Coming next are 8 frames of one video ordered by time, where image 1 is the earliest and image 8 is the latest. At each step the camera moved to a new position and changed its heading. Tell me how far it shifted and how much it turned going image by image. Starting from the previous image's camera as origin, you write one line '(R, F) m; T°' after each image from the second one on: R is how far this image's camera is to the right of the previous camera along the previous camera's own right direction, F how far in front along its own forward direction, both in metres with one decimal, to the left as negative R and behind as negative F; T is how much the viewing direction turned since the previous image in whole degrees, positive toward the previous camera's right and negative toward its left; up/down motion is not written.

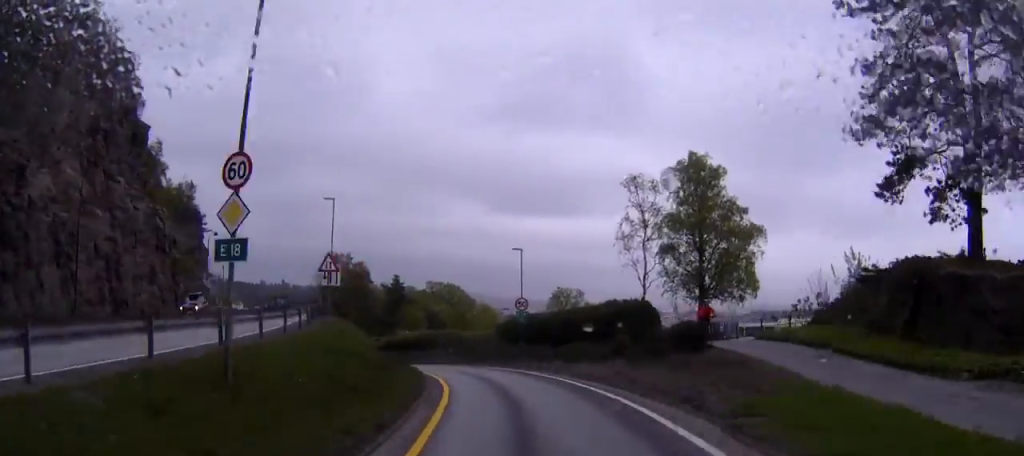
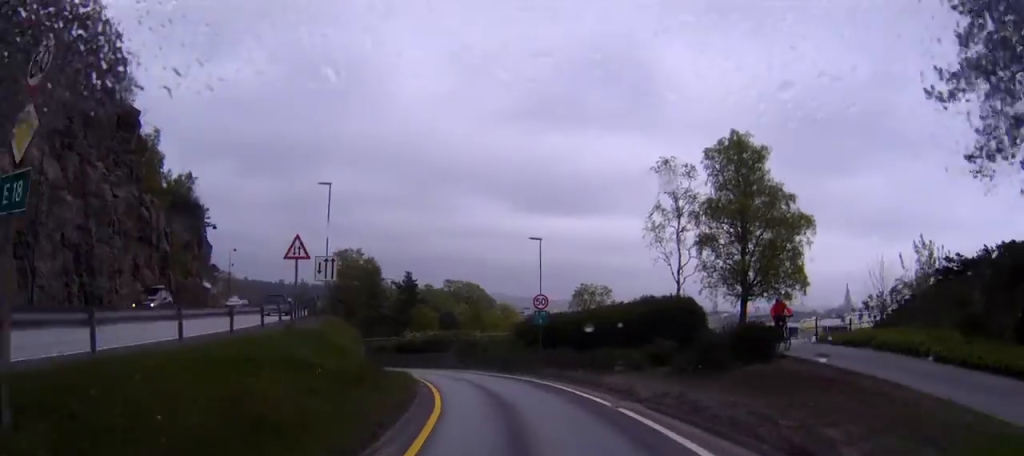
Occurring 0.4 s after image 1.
(0.0, +6.0) m; -1°
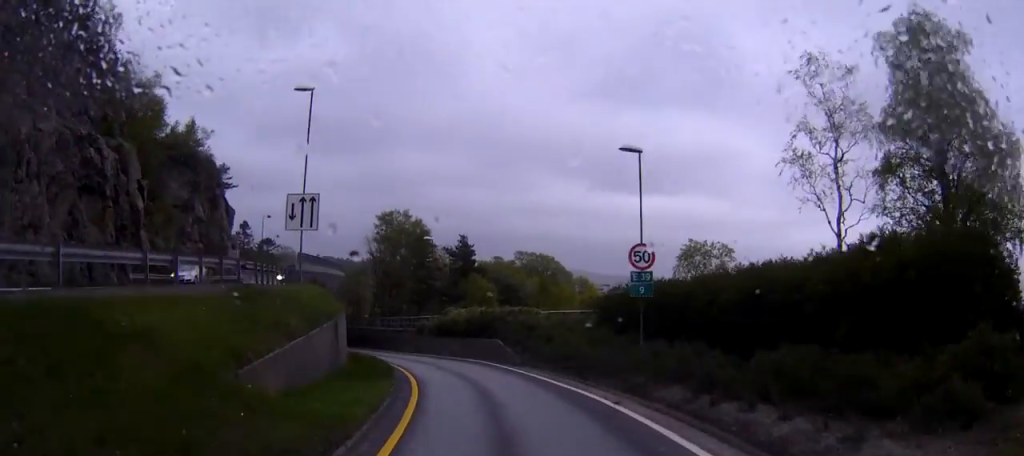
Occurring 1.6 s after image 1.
(-0.5, +17.6) m; -5°
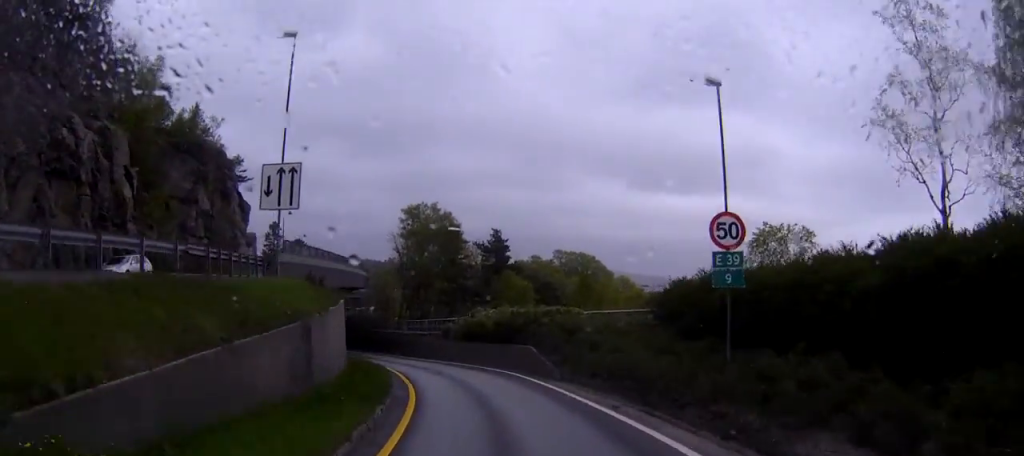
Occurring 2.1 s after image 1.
(-0.2, +6.7) m; -3°
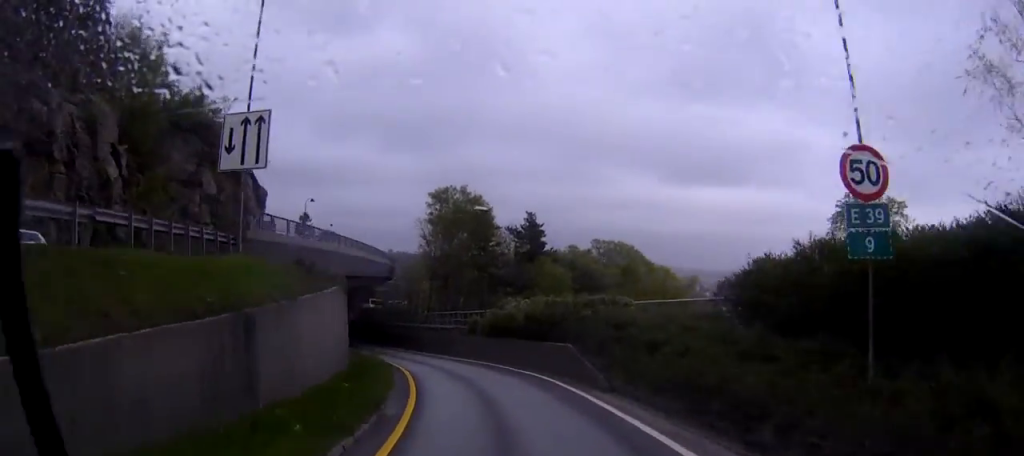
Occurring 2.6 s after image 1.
(0.0, +5.8) m; -3°
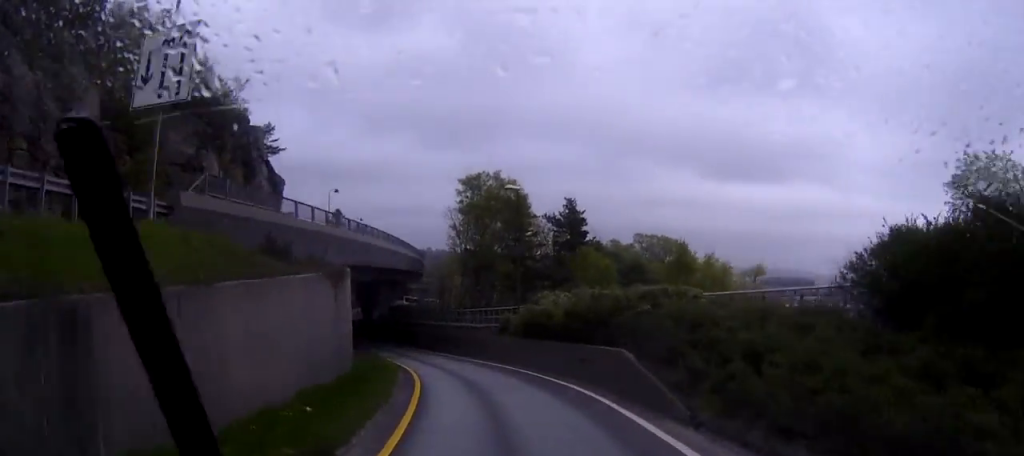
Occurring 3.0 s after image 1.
(-0.2, +6.0) m; -3°
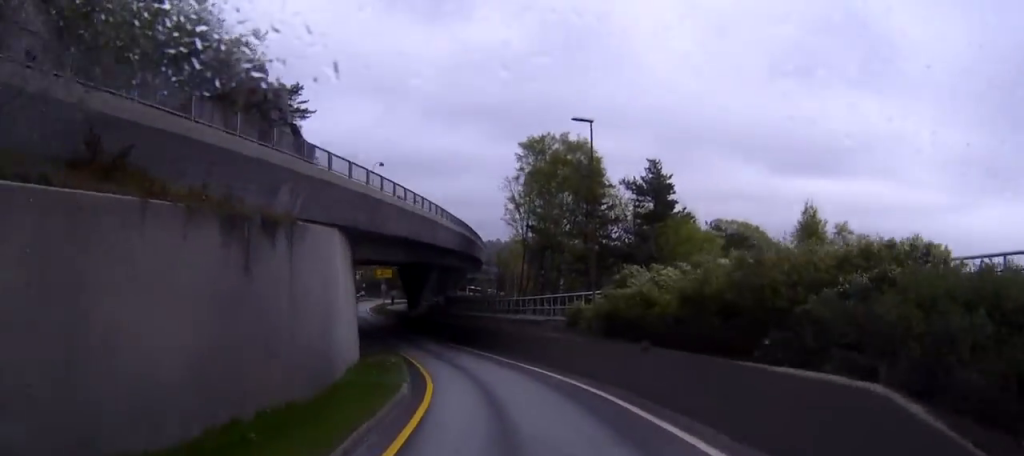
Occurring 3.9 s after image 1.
(-0.5, +10.6) m; -6°
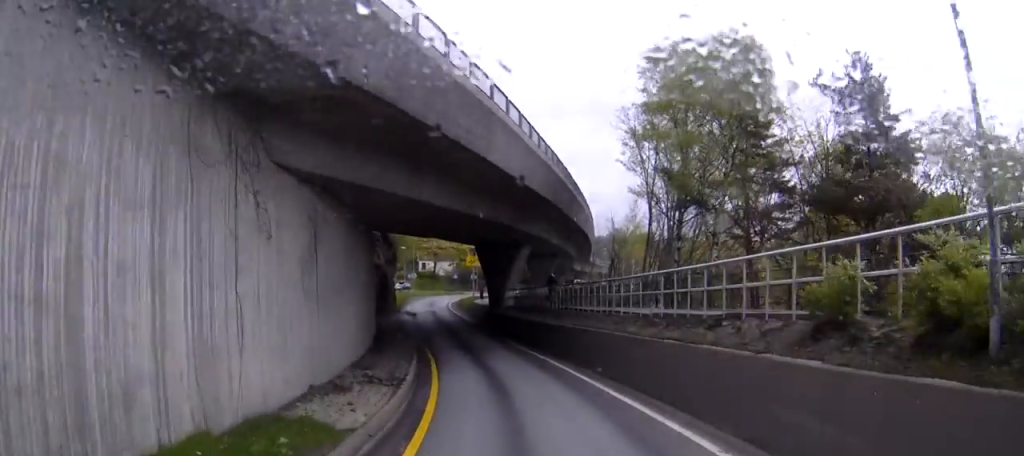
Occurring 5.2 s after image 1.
(-1.3, +17.1) m; -5°
